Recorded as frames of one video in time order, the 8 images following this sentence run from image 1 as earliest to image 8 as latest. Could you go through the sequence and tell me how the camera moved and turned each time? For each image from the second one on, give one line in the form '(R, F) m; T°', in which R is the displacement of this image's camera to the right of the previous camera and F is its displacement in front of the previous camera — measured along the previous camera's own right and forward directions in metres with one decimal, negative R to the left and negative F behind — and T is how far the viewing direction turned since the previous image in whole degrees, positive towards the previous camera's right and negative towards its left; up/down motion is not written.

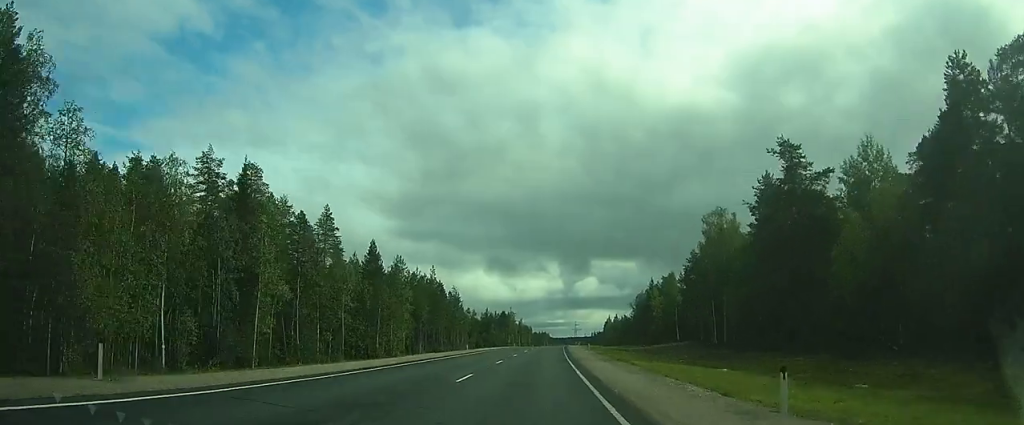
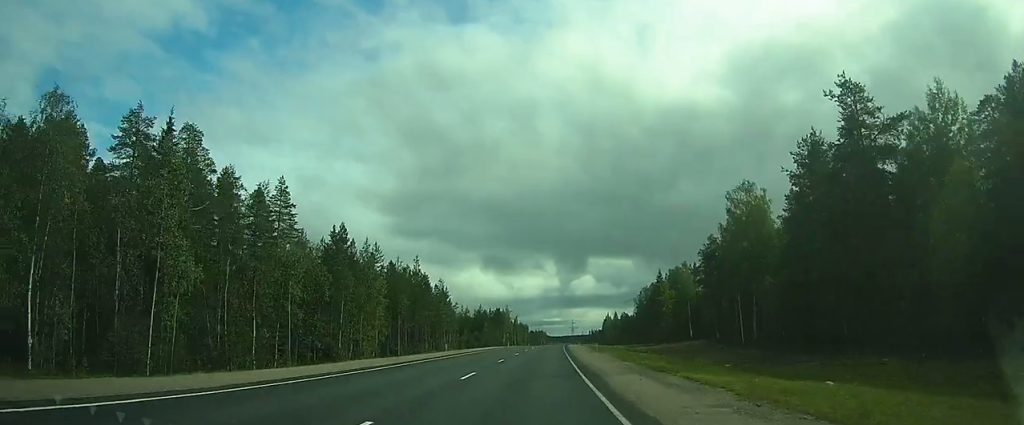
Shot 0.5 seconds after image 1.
(0.0, +10.9) m; 0°
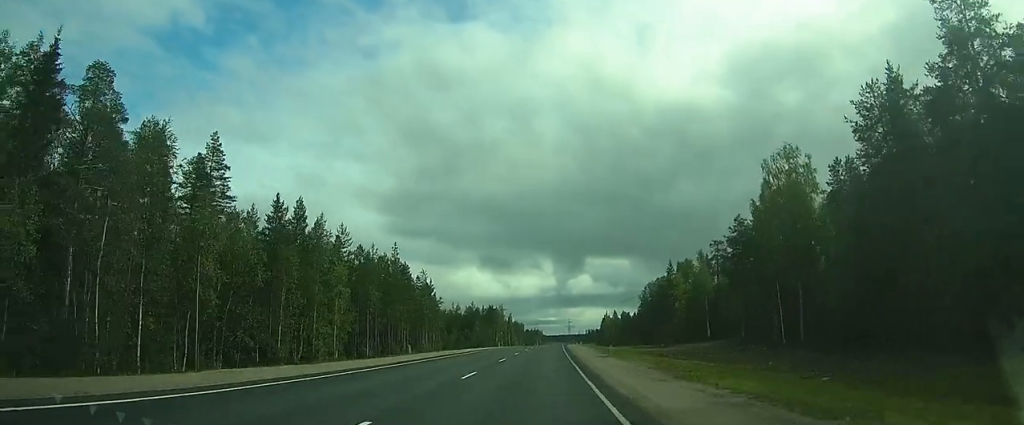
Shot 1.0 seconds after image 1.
(0.0, +11.7) m; 0°
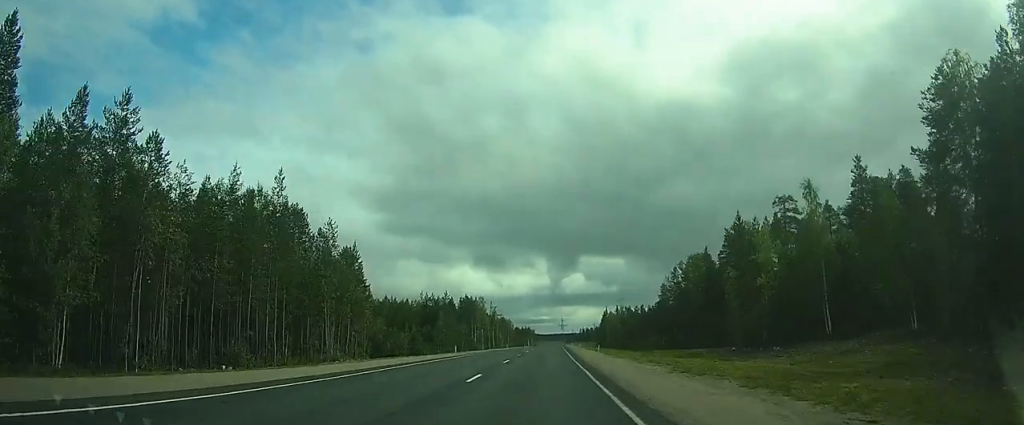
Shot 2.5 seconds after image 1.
(+0.1, +35.9) m; +1°
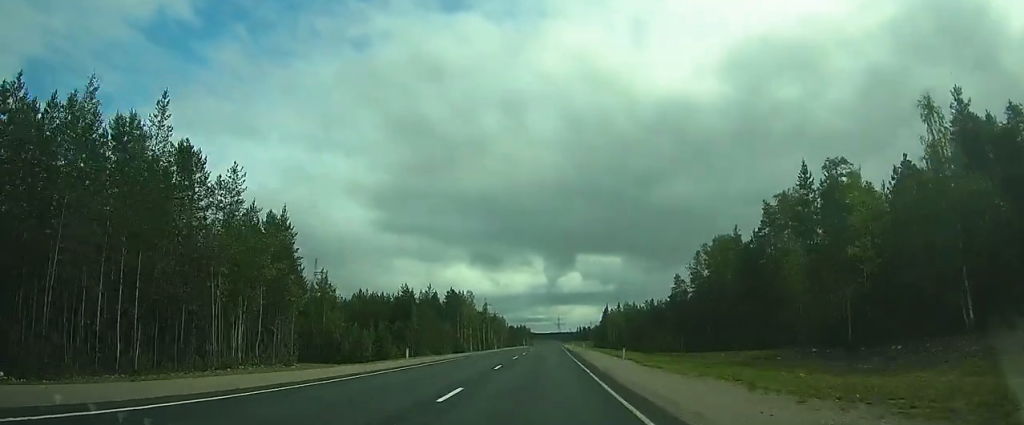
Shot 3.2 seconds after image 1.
(+0.1, +16.2) m; 0°
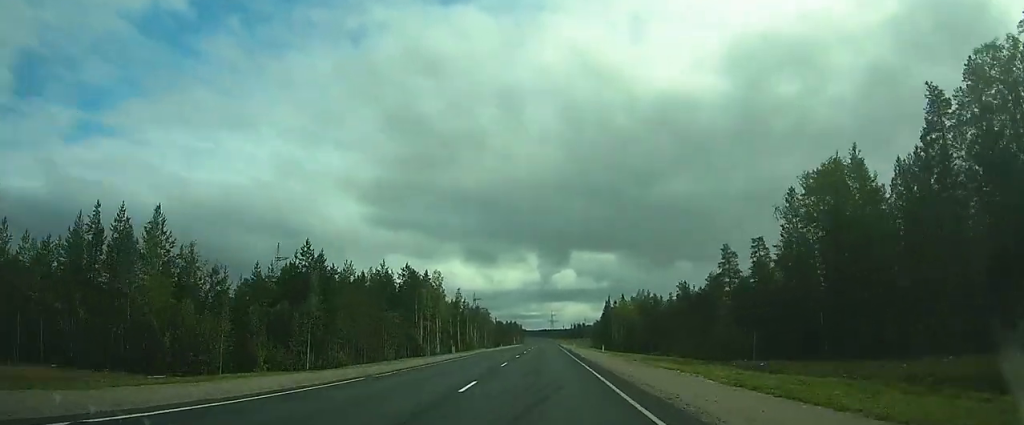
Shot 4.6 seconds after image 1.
(0.0, +32.1) m; 0°
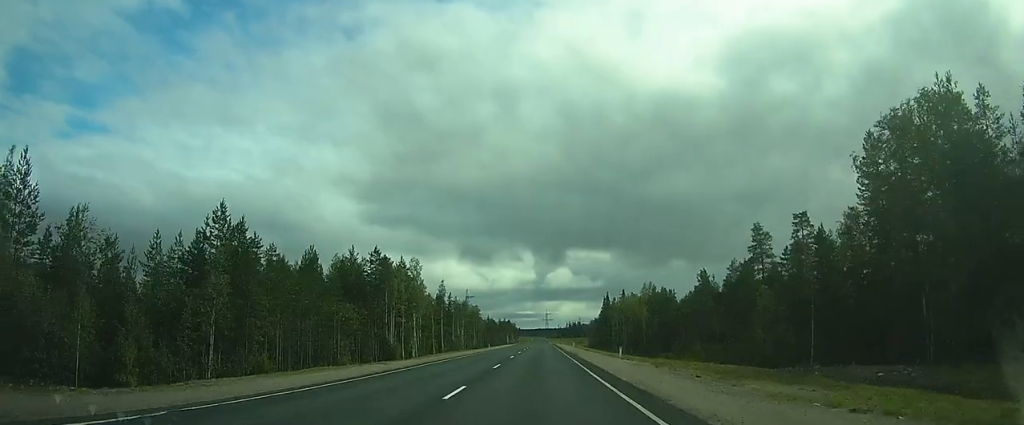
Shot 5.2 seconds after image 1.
(+0.1, +12.8) m; 0°
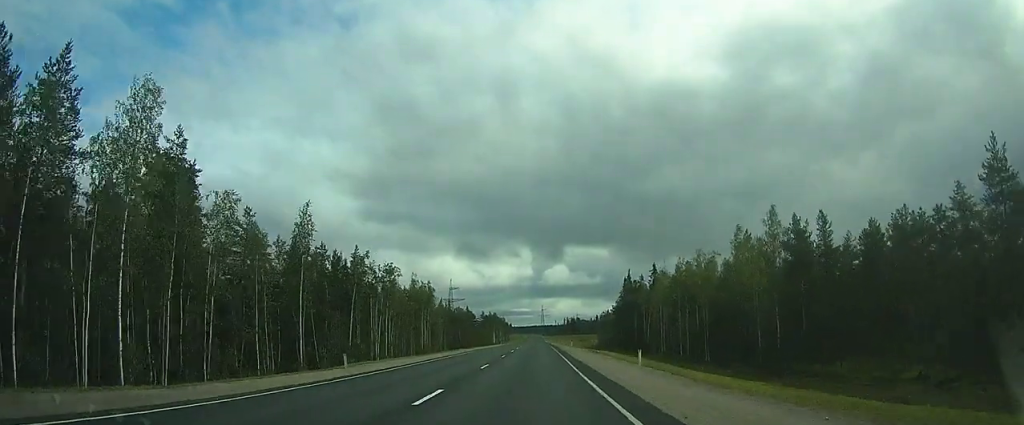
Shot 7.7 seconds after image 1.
(+0.7, +57.6) m; +2°
